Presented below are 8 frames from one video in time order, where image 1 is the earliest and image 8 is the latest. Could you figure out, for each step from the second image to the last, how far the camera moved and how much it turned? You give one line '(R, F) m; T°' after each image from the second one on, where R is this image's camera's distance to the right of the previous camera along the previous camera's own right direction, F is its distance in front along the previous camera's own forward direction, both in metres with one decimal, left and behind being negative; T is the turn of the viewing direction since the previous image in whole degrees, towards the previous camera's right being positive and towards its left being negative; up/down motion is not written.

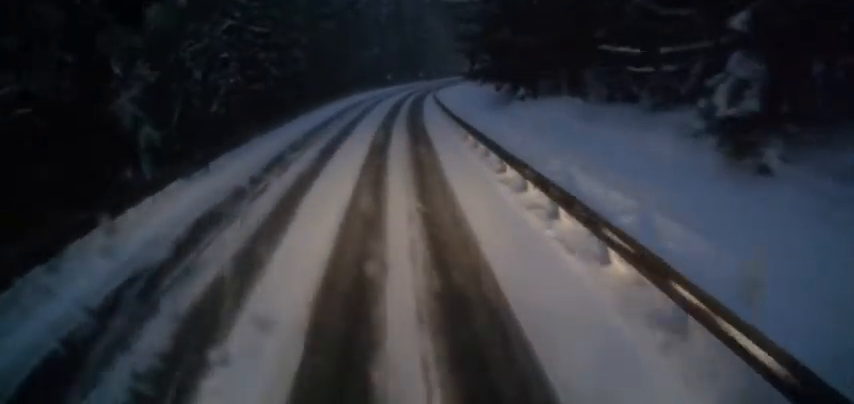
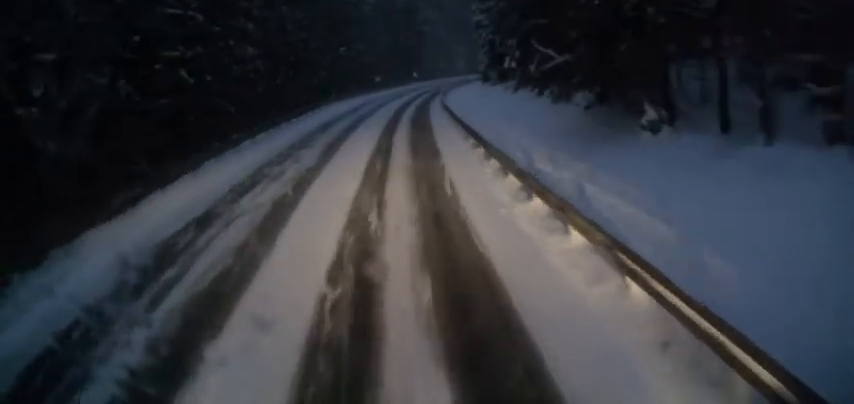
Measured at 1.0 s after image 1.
(0.0, +13.9) m; +1°
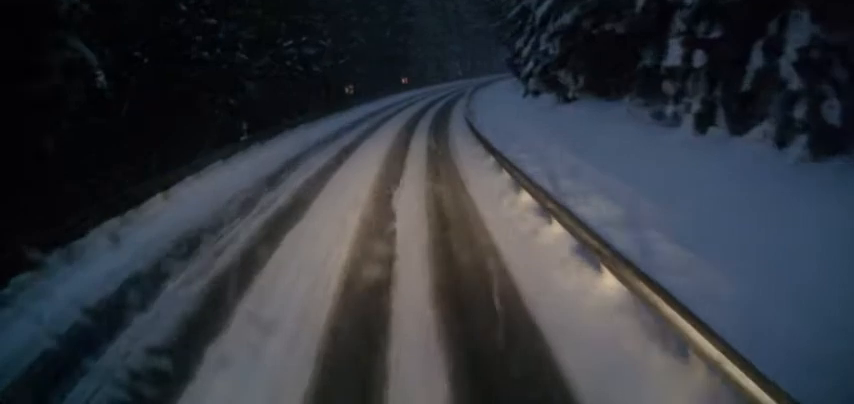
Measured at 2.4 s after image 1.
(+0.3, +18.6) m; +2°
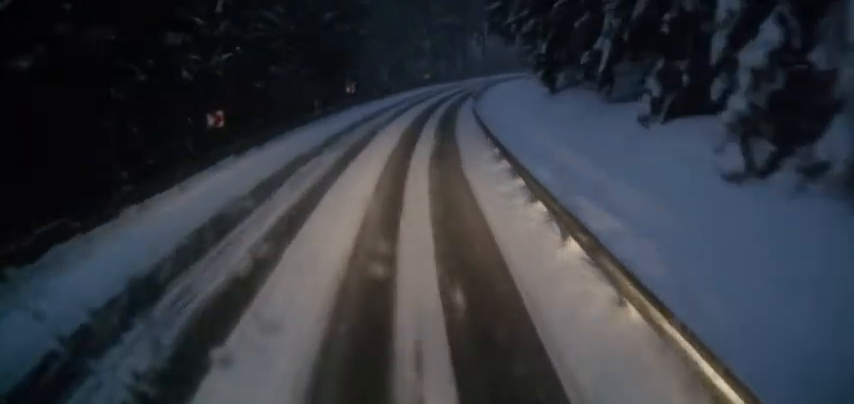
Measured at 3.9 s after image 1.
(+0.4, +20.9) m; +3°
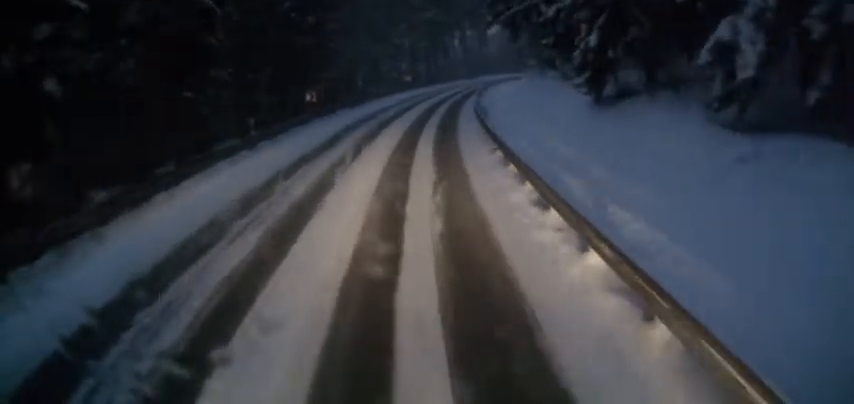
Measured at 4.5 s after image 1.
(+0.1, +8.5) m; +2°
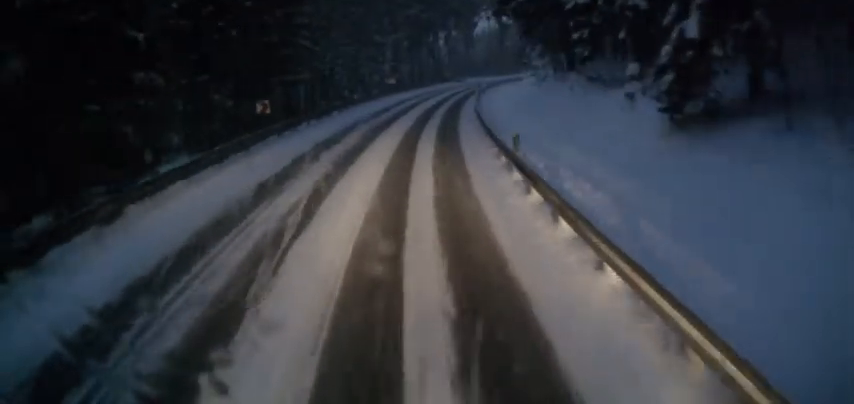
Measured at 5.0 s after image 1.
(+0.1, +6.8) m; +2°
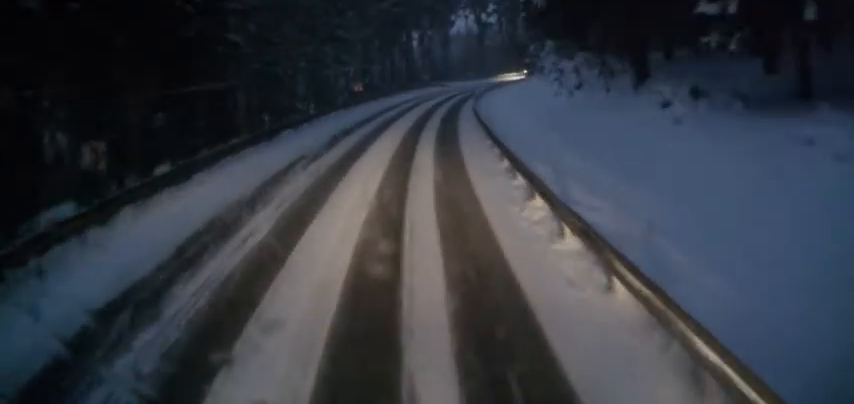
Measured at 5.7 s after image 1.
(+0.2, +10.2) m; +4°
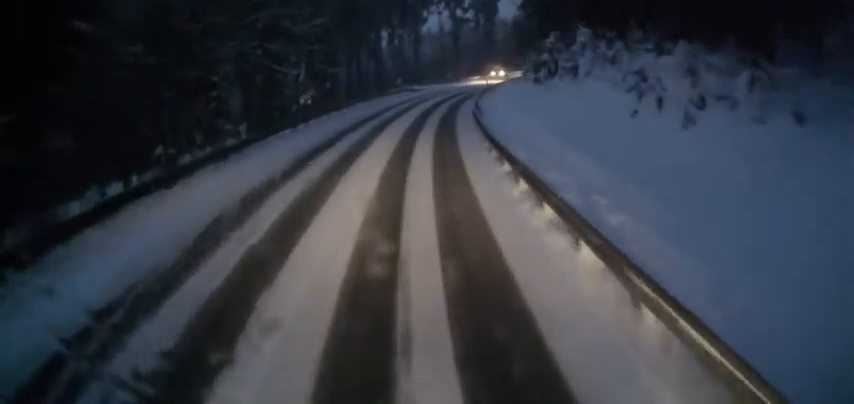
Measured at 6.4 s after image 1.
(+0.3, +10.8) m; +5°
